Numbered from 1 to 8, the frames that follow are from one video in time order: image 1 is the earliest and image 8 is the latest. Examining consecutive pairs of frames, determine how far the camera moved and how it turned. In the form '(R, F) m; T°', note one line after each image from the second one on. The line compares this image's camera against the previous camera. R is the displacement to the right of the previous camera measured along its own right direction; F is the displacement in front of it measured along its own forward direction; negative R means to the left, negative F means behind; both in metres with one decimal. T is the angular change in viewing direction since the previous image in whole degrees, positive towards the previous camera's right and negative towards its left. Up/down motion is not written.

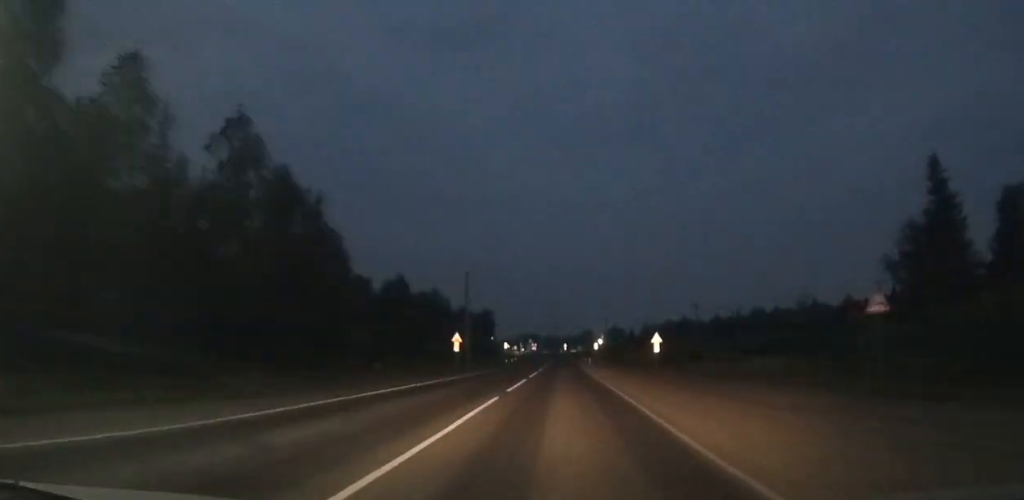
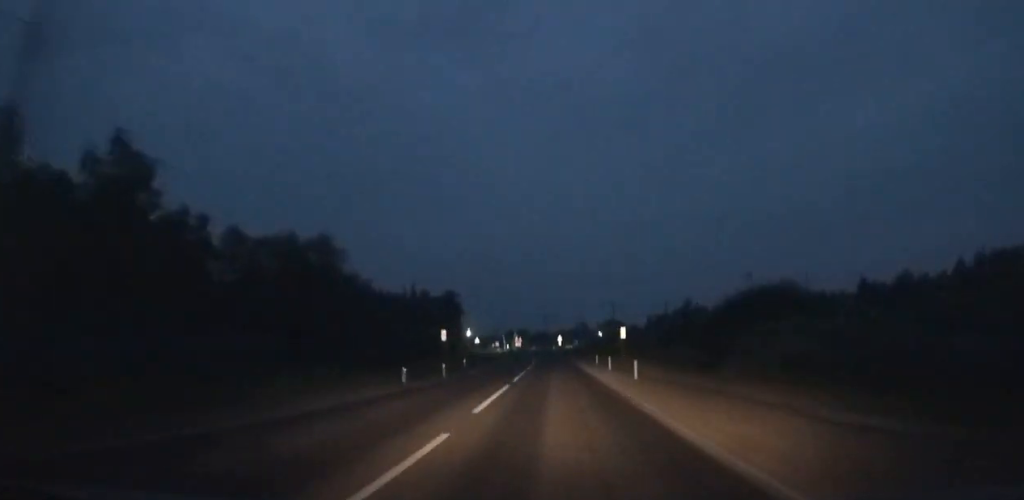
(0.0, +41.4) m; -1°
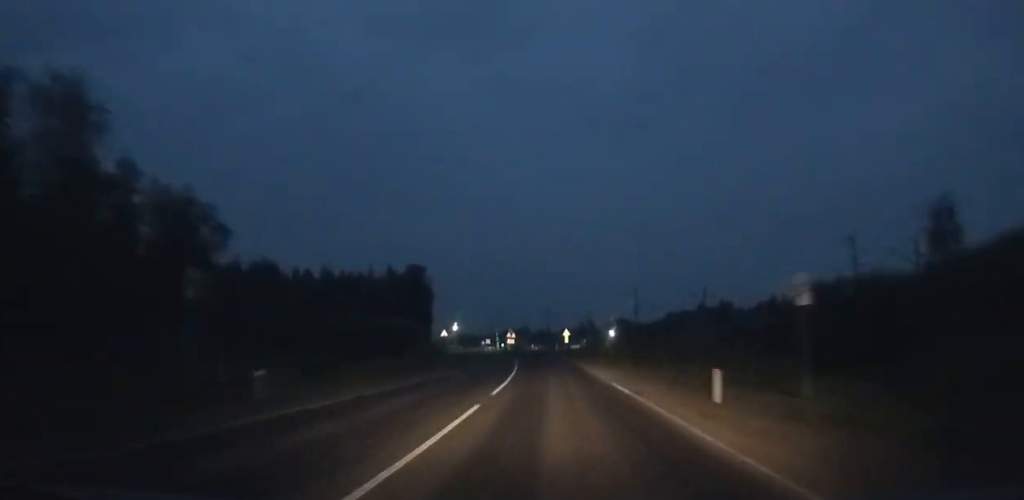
(+0.1, +29.2) m; -2°
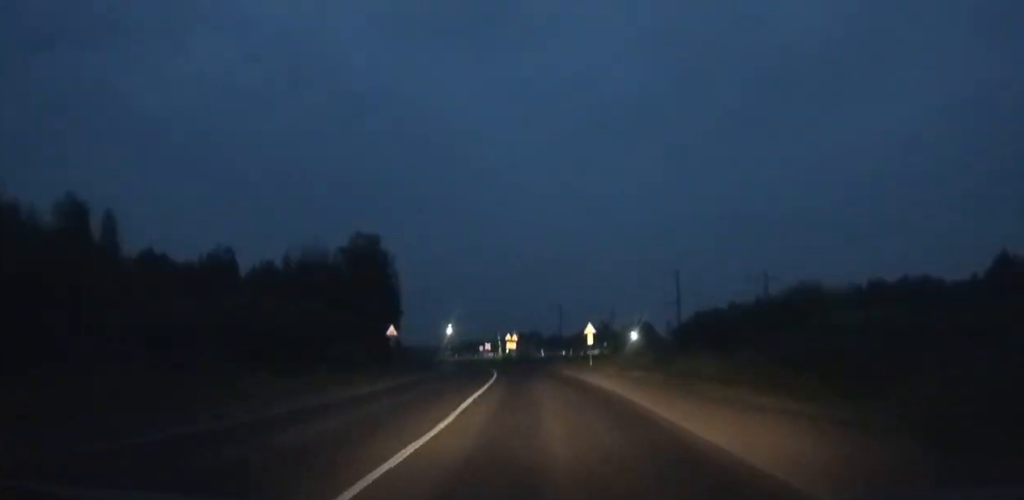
(-0.6, +22.5) m; -3°
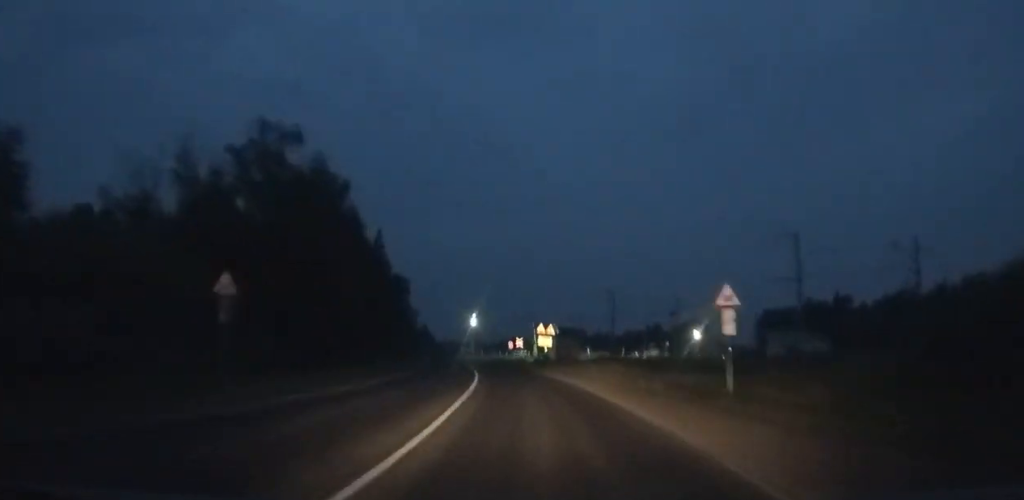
(-0.3, +24.1) m; -4°
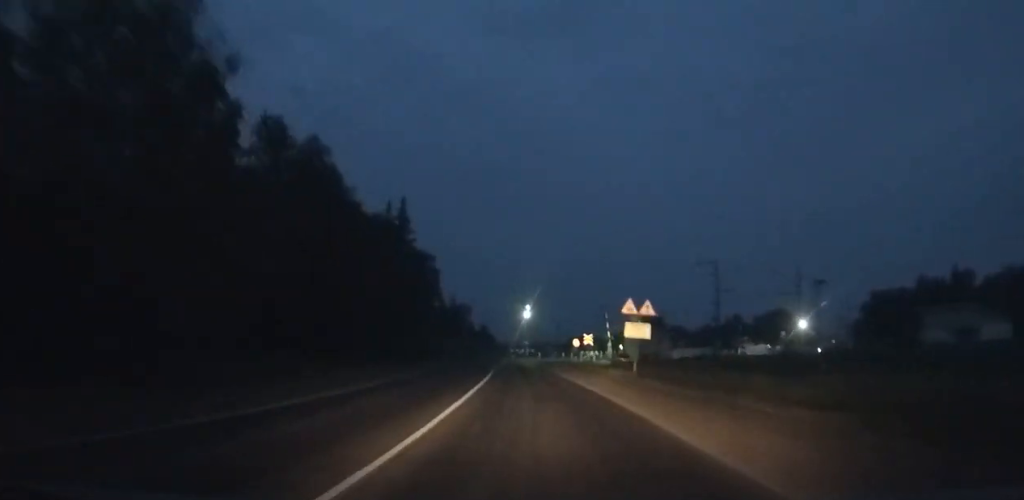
(-1.4, +22.7) m; -3°
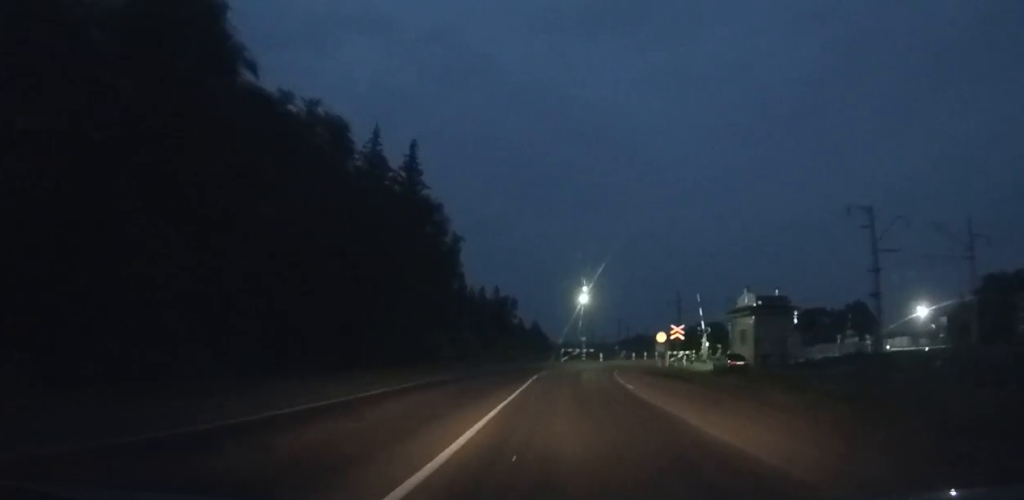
(-0.7, +21.7) m; -1°
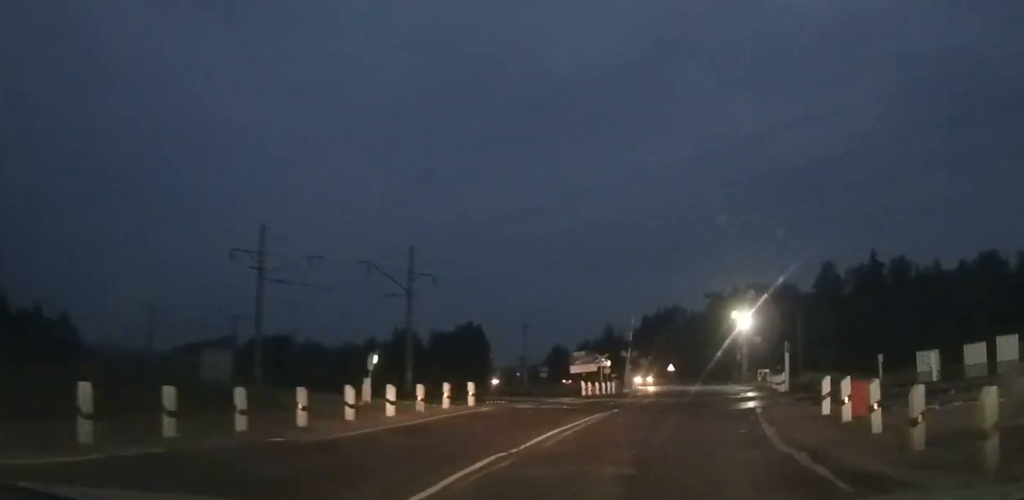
(+8.5, +45.2) m; +41°
